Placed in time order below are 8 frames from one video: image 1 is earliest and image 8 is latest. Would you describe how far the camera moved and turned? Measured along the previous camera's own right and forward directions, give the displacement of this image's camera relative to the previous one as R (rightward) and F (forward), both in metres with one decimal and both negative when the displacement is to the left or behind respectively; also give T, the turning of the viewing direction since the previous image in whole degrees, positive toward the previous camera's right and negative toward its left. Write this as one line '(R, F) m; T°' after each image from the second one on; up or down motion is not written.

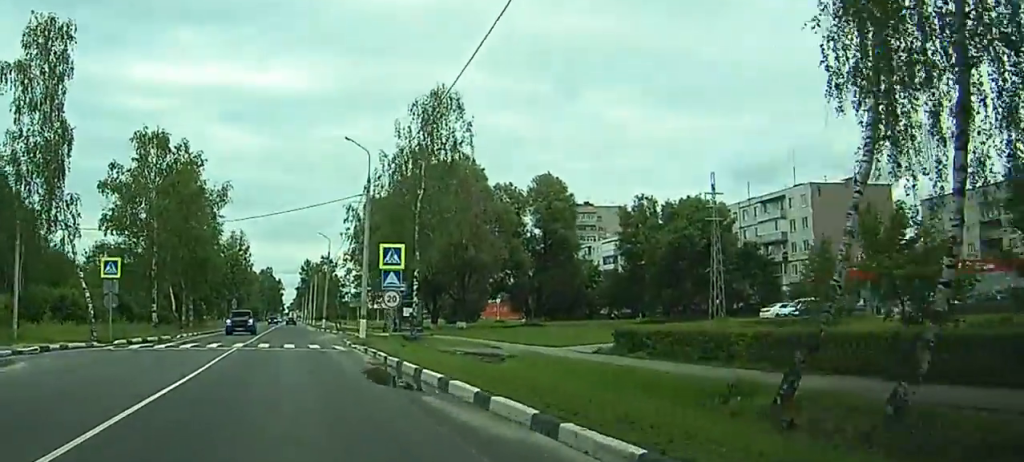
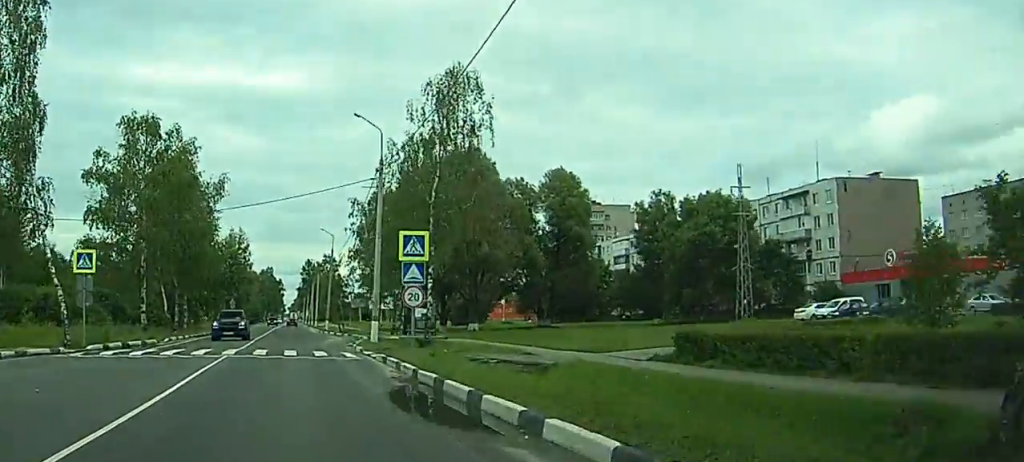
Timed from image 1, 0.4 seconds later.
(0.0, +5.6) m; 0°
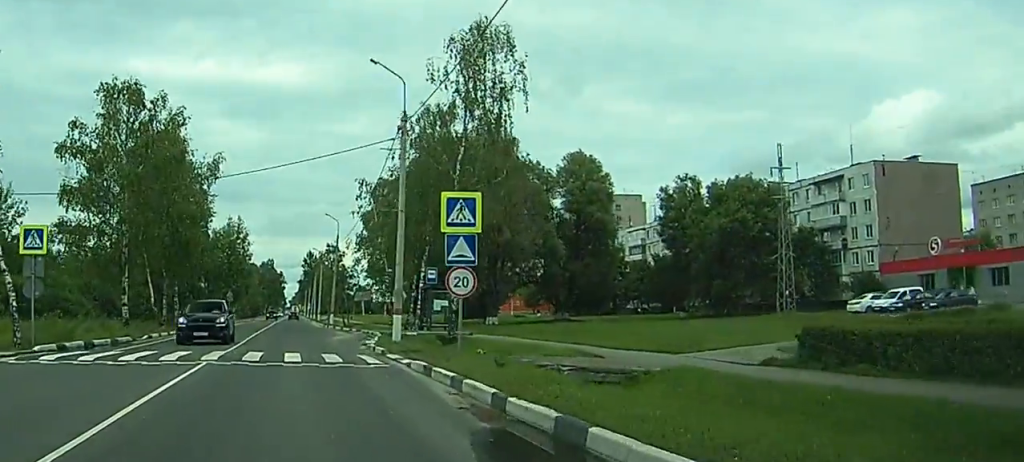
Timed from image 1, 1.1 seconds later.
(0.0, +7.7) m; 0°
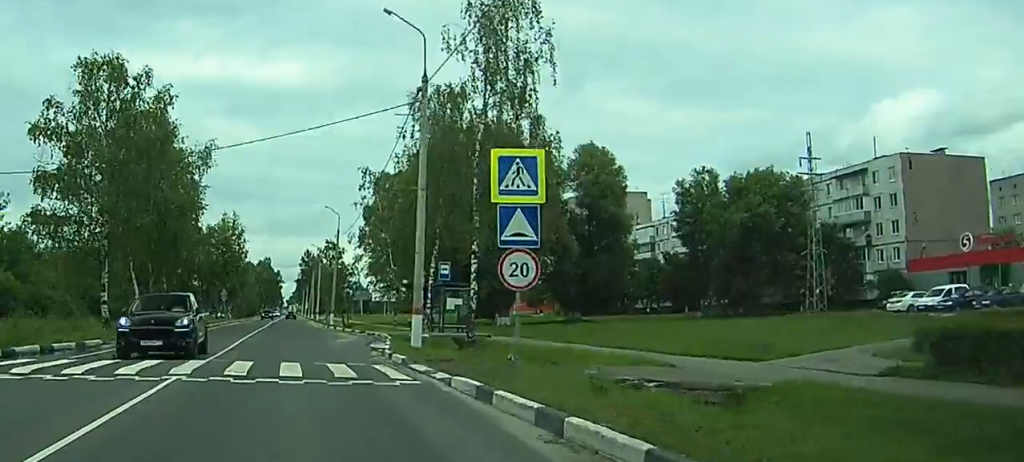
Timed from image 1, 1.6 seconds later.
(0.0, +5.7) m; 0°
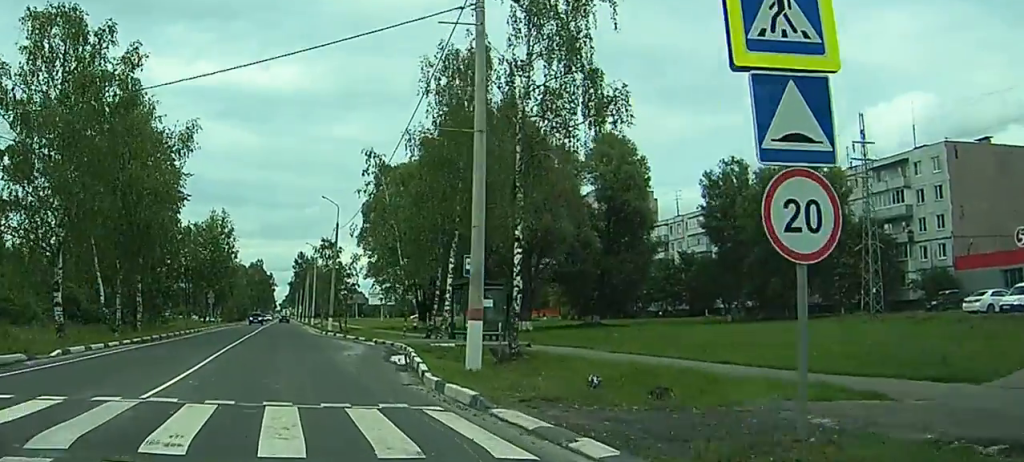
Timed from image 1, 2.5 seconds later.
(0.0, +9.9) m; -1°
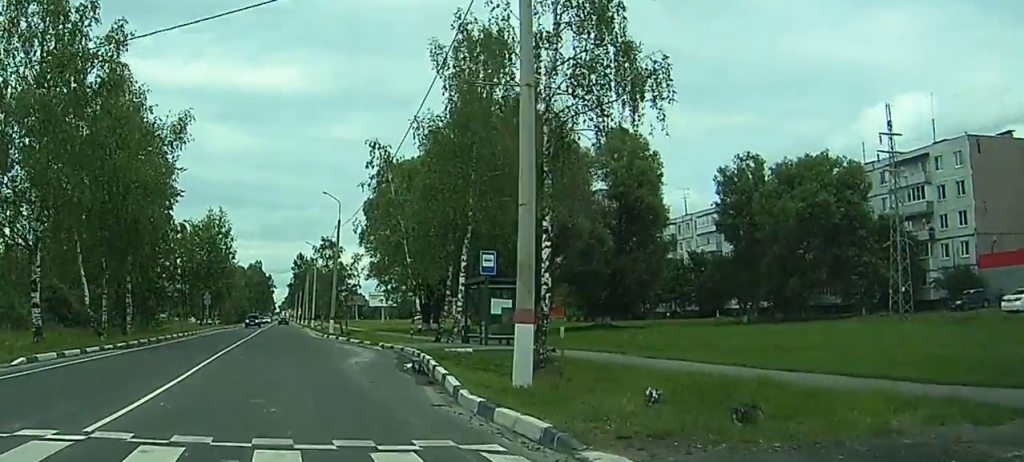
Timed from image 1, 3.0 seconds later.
(0.0, +4.3) m; 0°
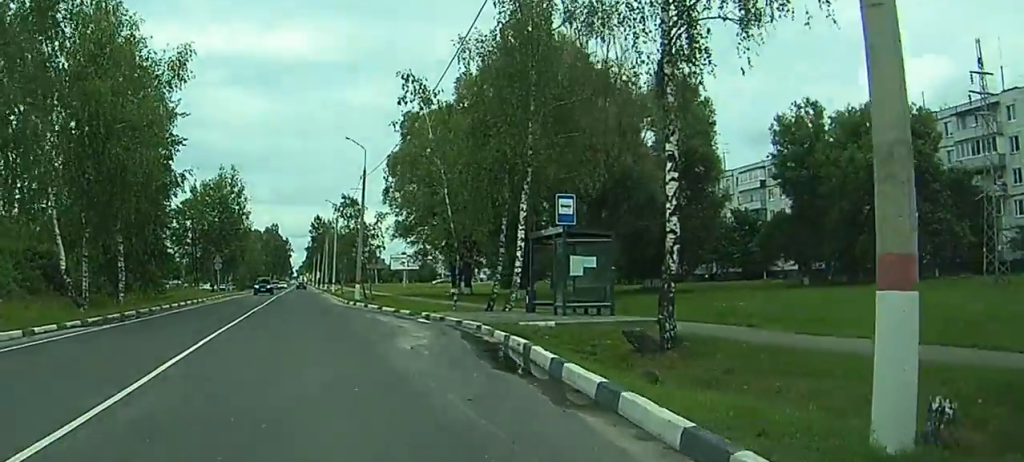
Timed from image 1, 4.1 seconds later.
(-0.1, +9.4) m; -1°
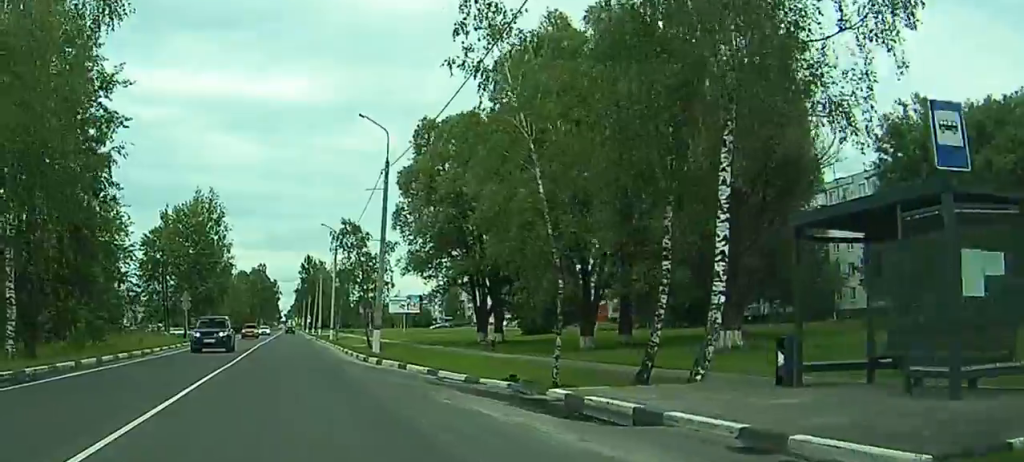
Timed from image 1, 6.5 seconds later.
(-0.2, +17.4) m; 0°
